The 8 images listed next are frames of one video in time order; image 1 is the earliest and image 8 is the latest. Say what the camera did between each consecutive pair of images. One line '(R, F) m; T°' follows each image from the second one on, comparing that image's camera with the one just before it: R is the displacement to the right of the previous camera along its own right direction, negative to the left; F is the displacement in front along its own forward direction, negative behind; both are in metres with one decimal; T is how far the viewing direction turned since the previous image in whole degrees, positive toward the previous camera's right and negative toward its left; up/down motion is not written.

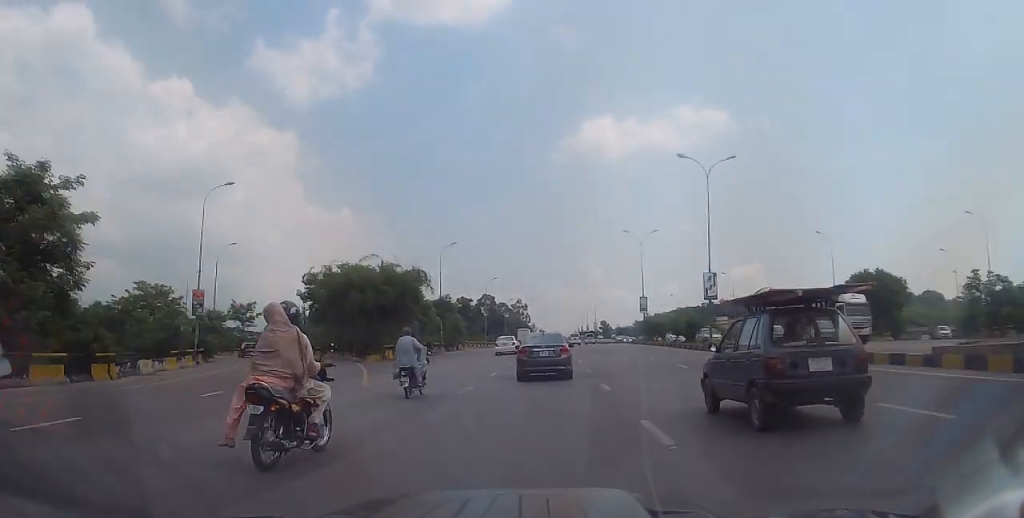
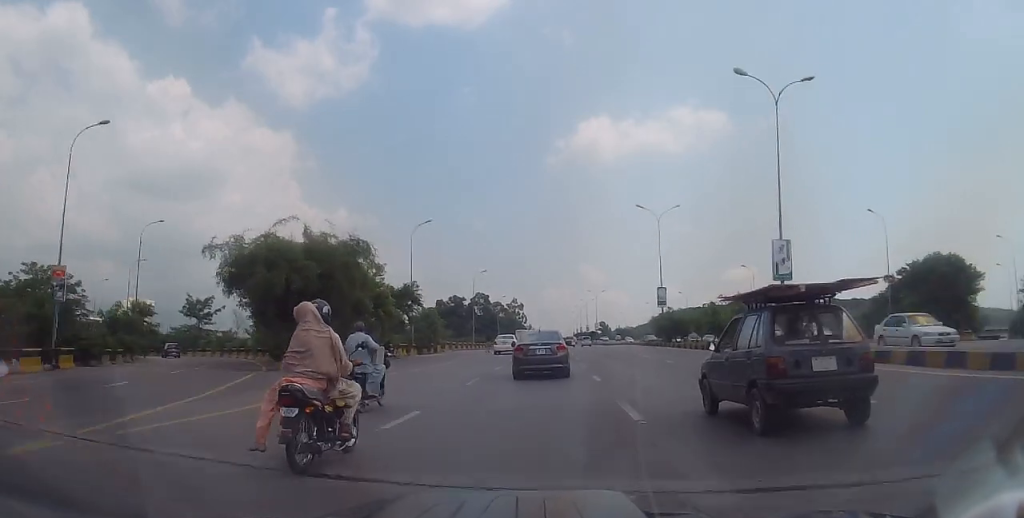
(-0.3, +14.0) m; +1°
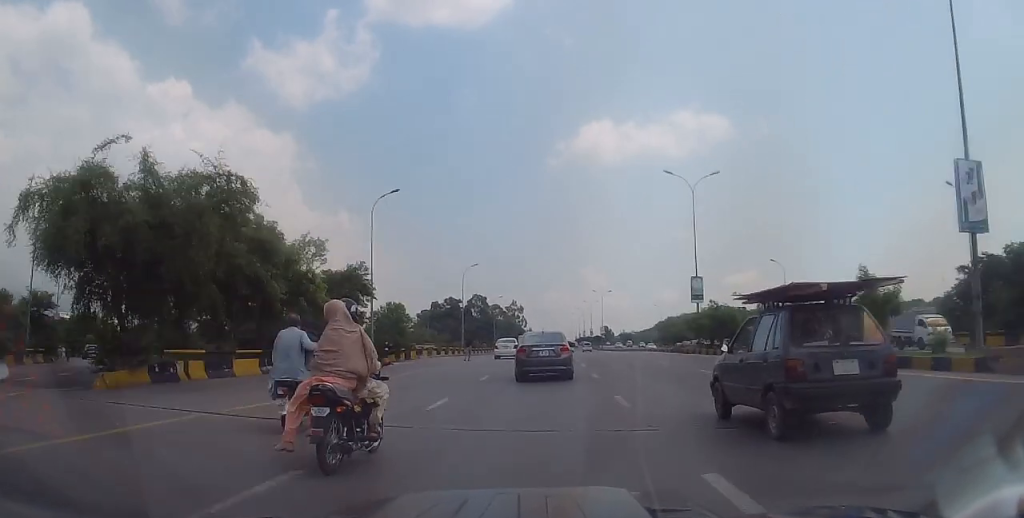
(+0.5, +13.8) m; 0°
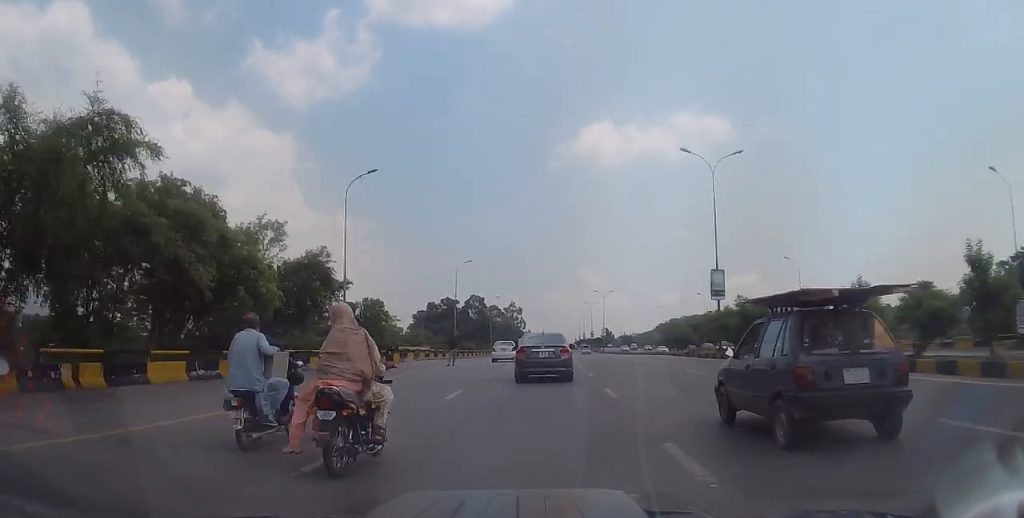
(0.0, +5.9) m; 0°
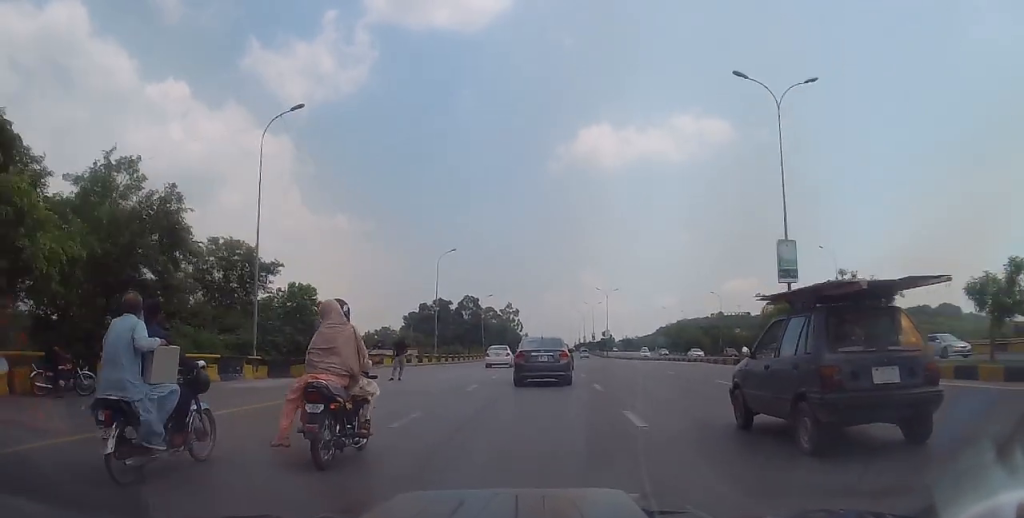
(-0.5, +12.2) m; 0°
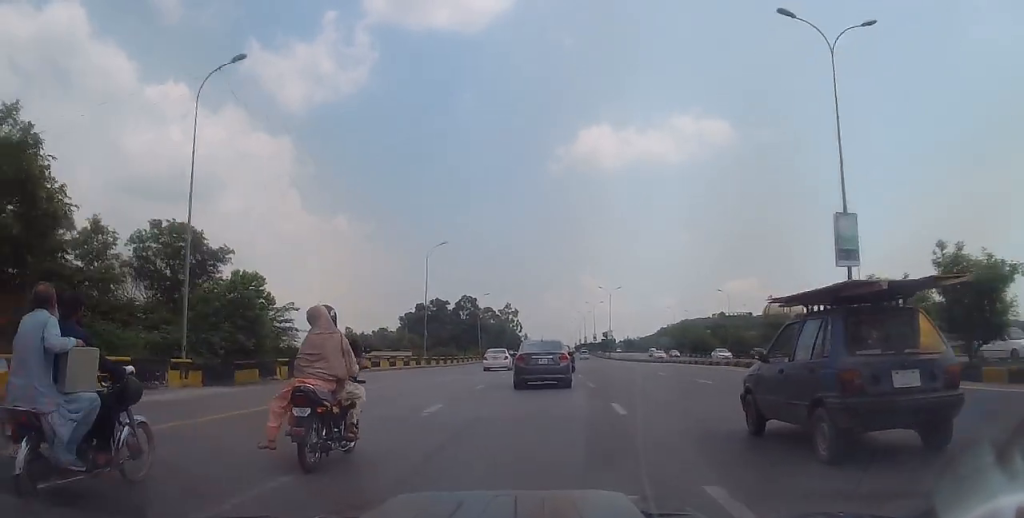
(+0.3, +5.9) m; 0°
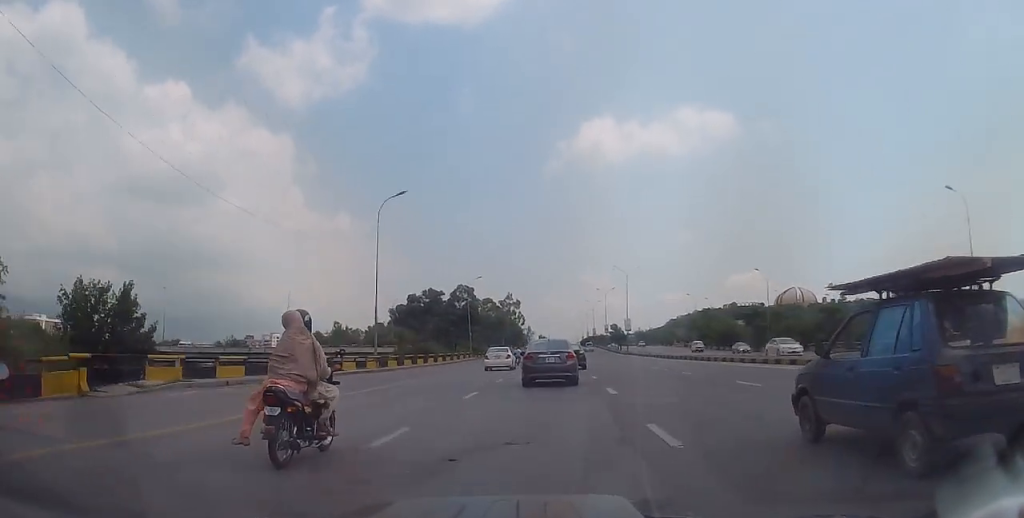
(-0.1, +20.1) m; -1°
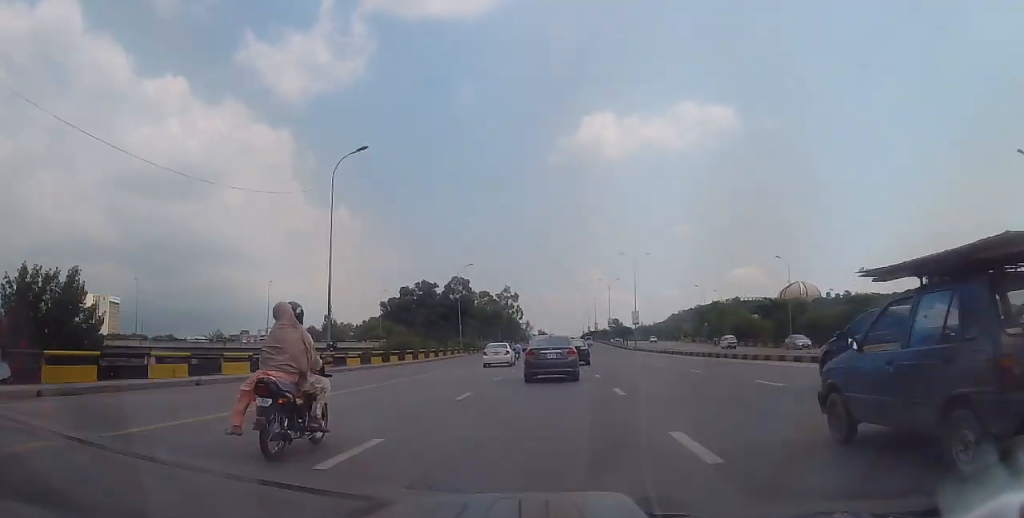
(+0.1, +9.5) m; -1°
